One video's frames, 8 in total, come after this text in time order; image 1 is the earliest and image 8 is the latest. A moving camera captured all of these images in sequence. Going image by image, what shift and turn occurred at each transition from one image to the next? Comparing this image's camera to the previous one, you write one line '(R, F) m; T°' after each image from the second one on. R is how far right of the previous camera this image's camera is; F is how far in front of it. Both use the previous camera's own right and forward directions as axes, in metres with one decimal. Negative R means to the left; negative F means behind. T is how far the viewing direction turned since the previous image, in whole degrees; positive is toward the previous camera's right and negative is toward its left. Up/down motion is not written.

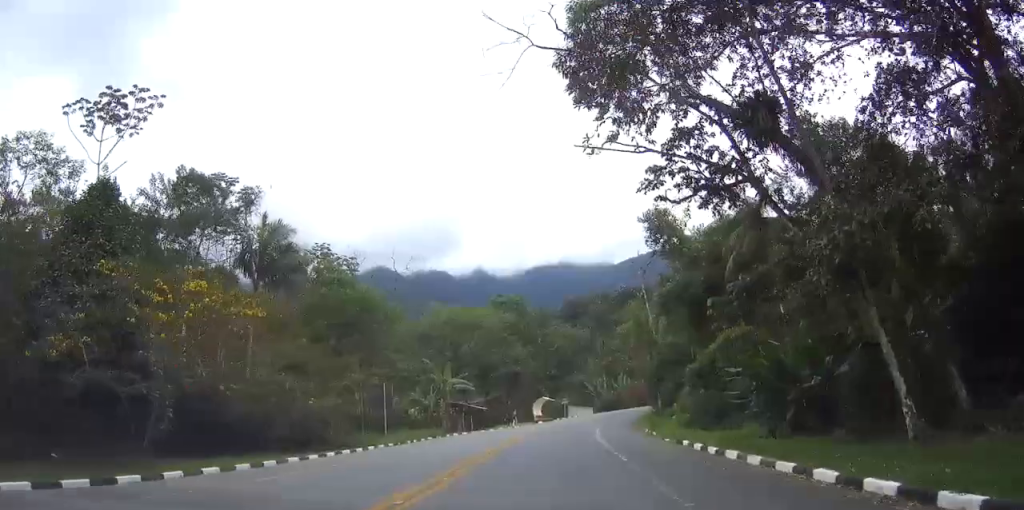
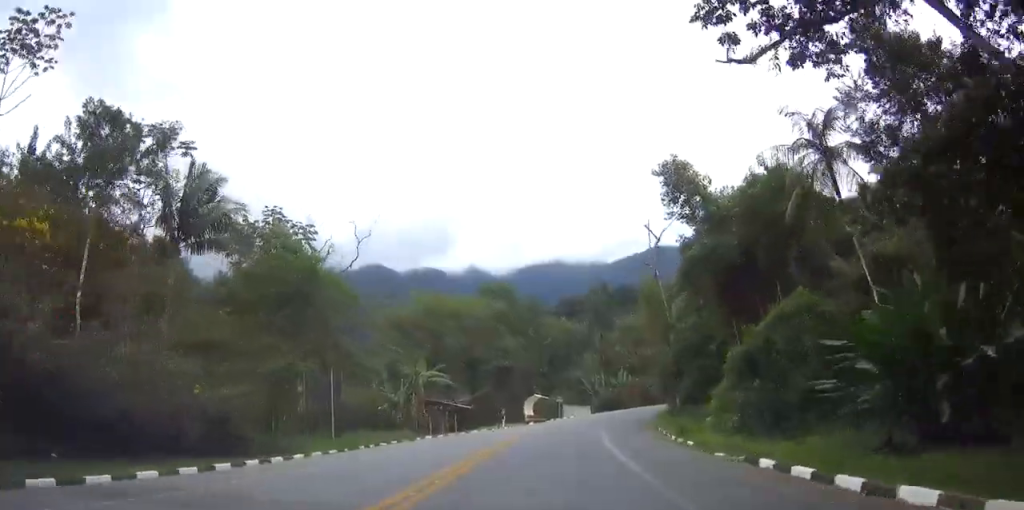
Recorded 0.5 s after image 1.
(+0.7, +9.2) m; +4°
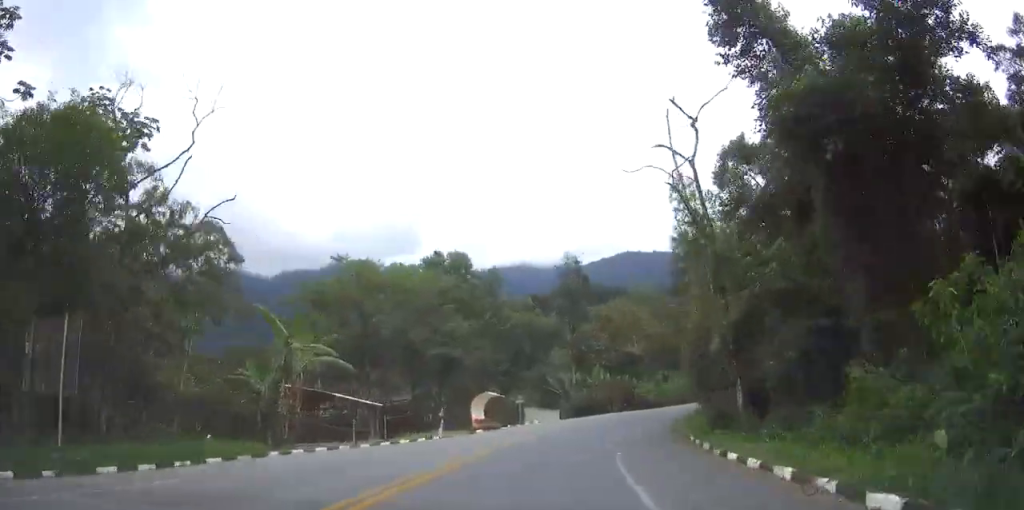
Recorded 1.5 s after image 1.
(+1.7, +18.3) m; +5°
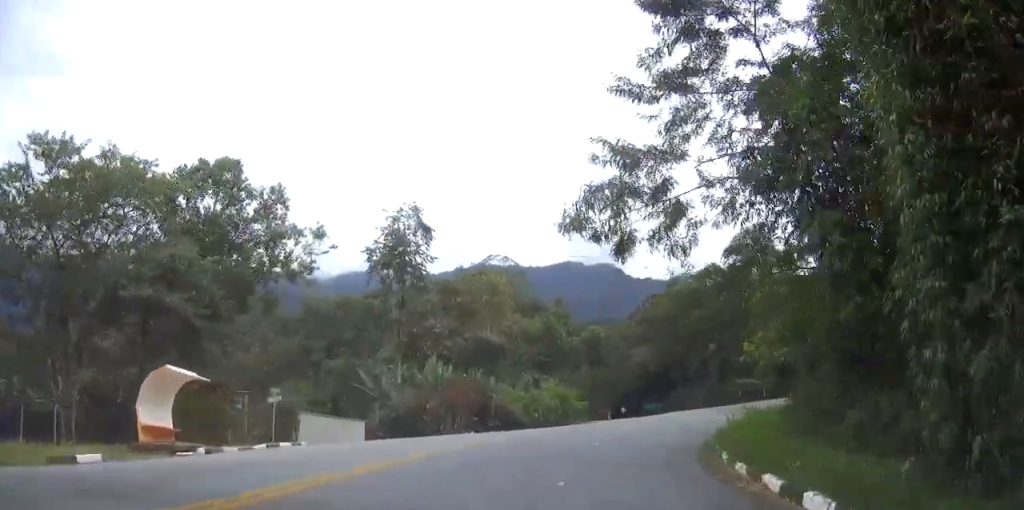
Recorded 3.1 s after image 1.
(+0.1, +29.2) m; 0°
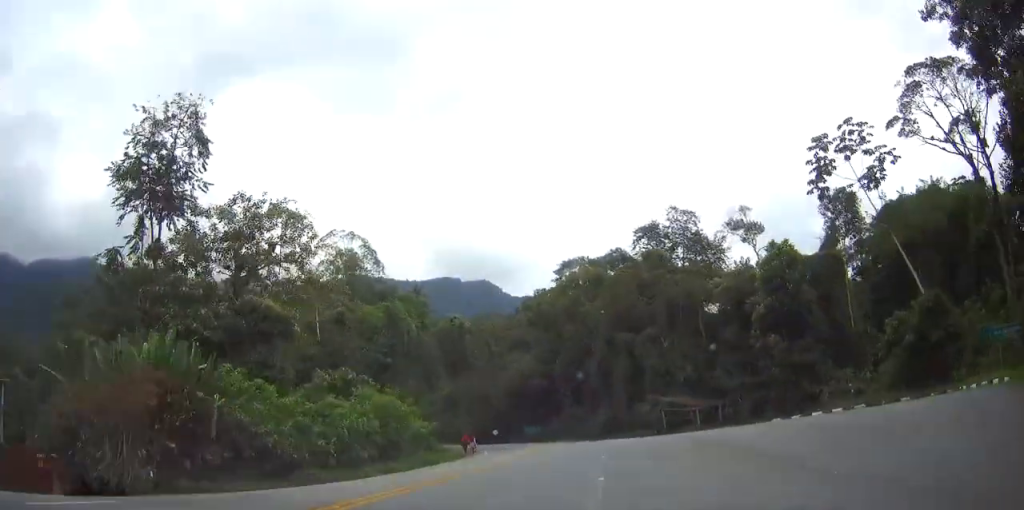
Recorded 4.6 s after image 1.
(+1.5, +24.6) m; +8°
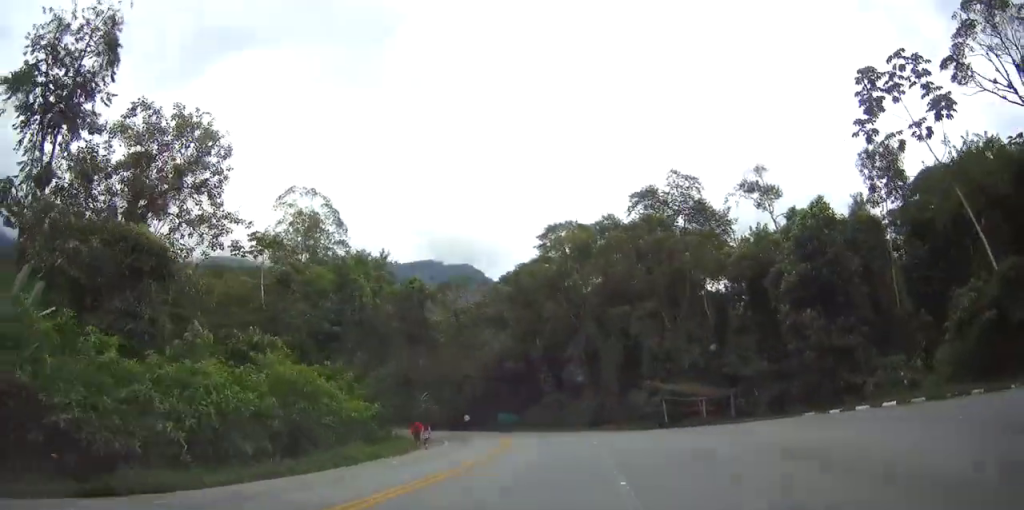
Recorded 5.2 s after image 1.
(+0.7, +10.1) m; +3°
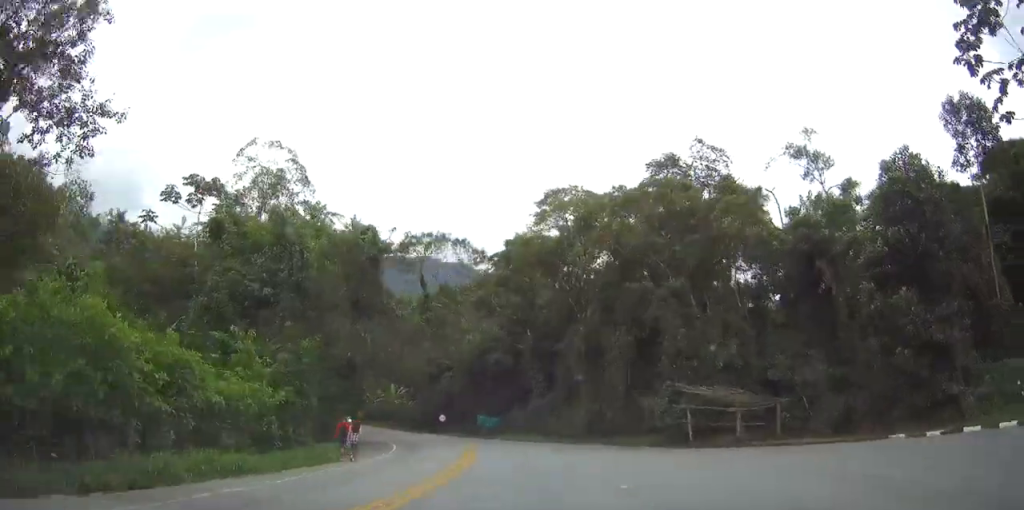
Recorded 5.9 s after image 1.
(-0.2, +12.3) m; -3°
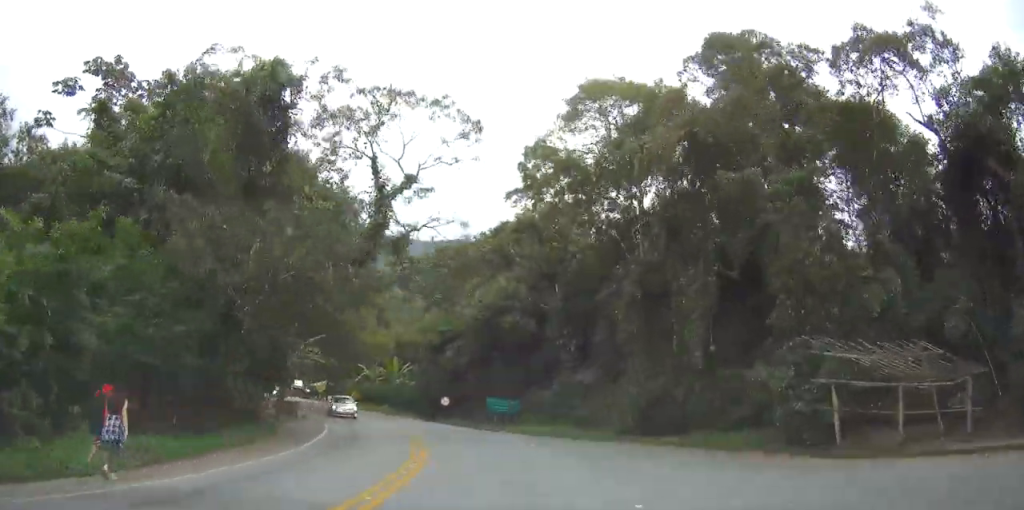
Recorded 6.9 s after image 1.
(-0.7, +17.3) m; -7°
